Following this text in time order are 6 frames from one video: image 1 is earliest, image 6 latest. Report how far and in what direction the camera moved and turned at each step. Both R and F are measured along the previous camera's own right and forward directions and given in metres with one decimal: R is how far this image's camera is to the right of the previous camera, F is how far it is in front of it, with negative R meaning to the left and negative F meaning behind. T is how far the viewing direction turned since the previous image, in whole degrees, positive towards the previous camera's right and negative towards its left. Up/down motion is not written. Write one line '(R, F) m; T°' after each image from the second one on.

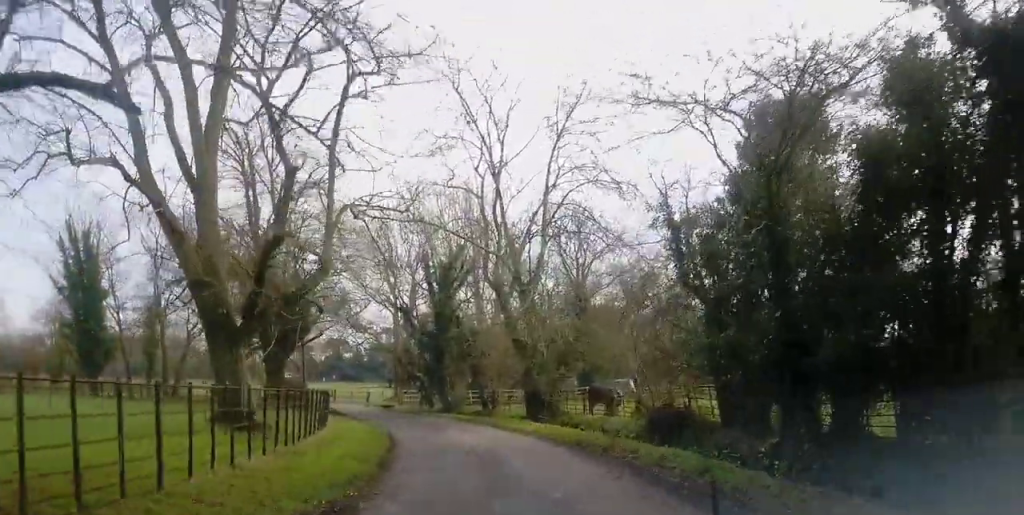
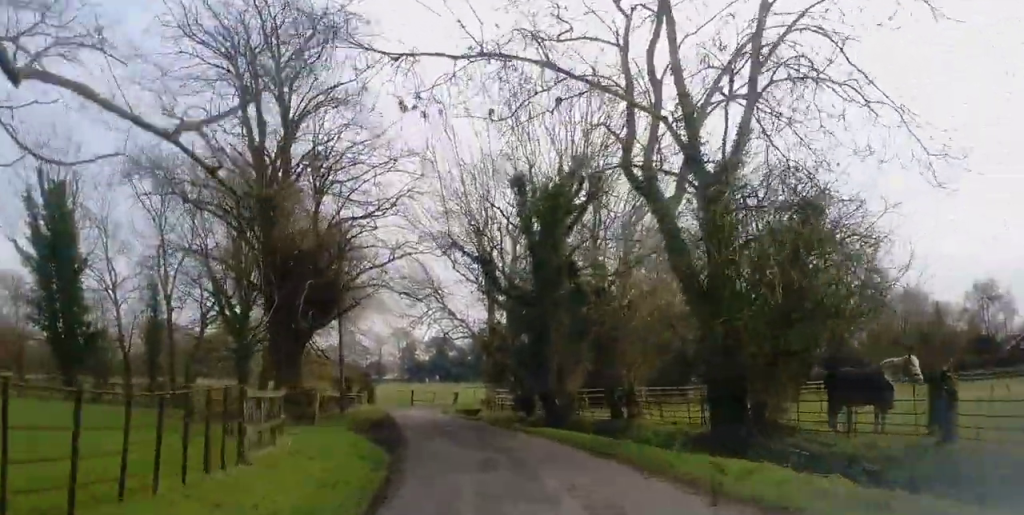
(-0.4, +16.4) m; -7°
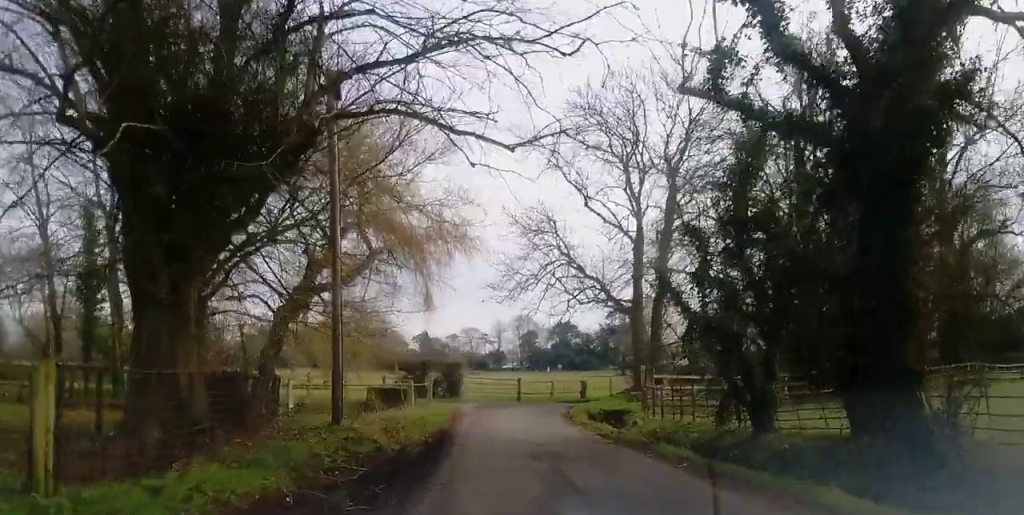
(-1.6, +19.8) m; -5°
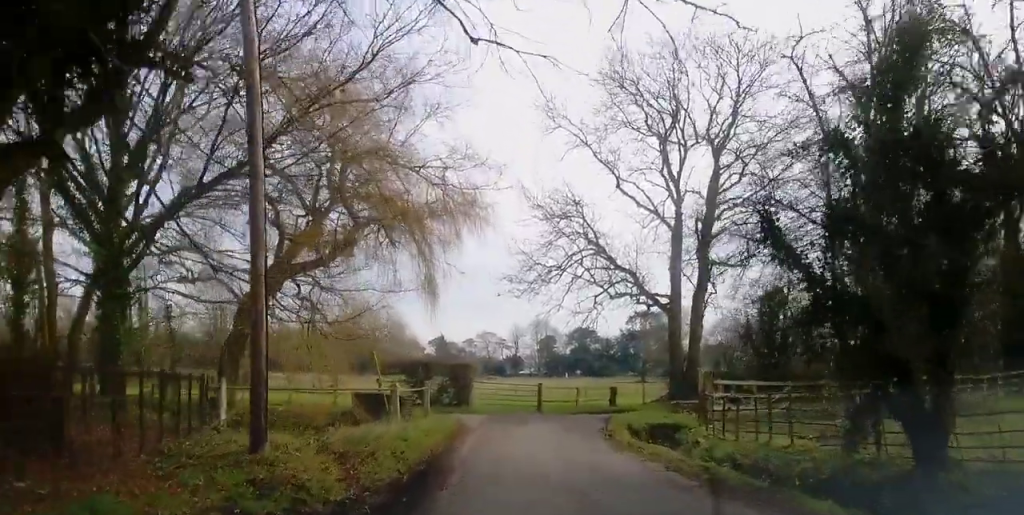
(+0.1, +6.0) m; -2°
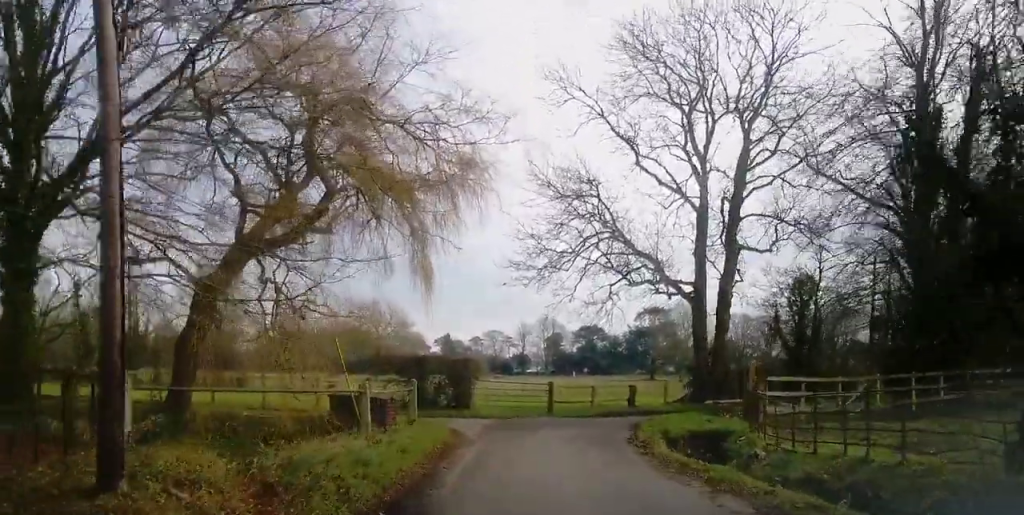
(-0.2, +3.8) m; -3°
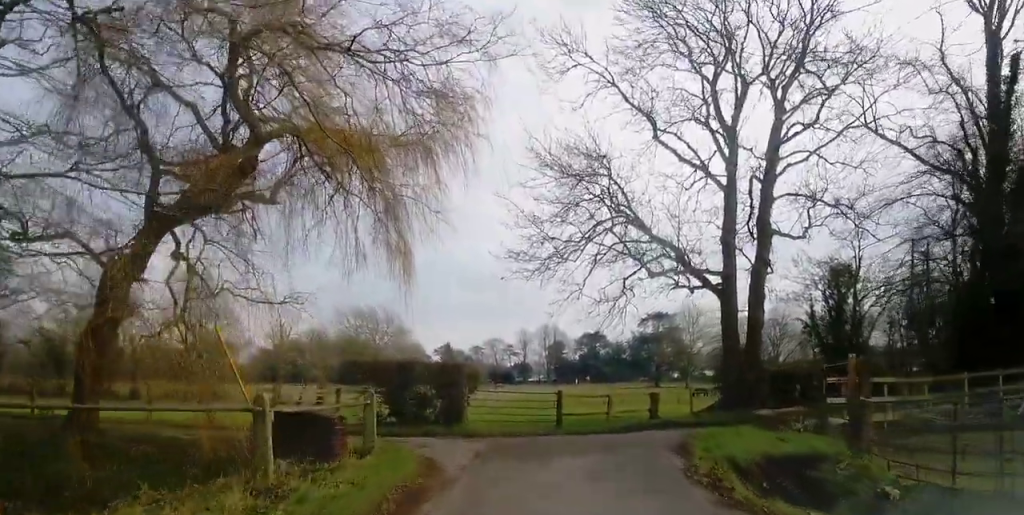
(-0.1, +4.8) m; -3°
